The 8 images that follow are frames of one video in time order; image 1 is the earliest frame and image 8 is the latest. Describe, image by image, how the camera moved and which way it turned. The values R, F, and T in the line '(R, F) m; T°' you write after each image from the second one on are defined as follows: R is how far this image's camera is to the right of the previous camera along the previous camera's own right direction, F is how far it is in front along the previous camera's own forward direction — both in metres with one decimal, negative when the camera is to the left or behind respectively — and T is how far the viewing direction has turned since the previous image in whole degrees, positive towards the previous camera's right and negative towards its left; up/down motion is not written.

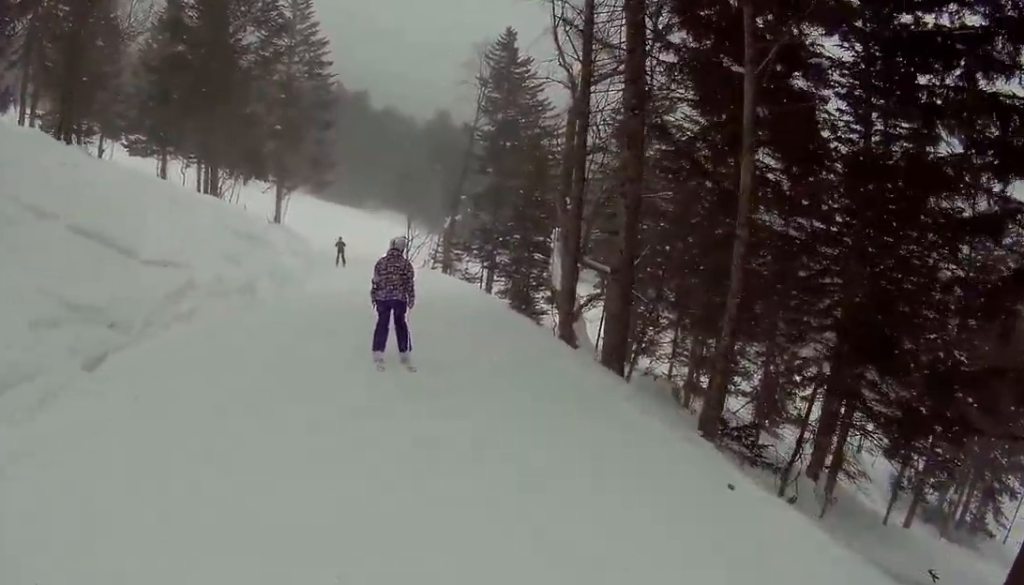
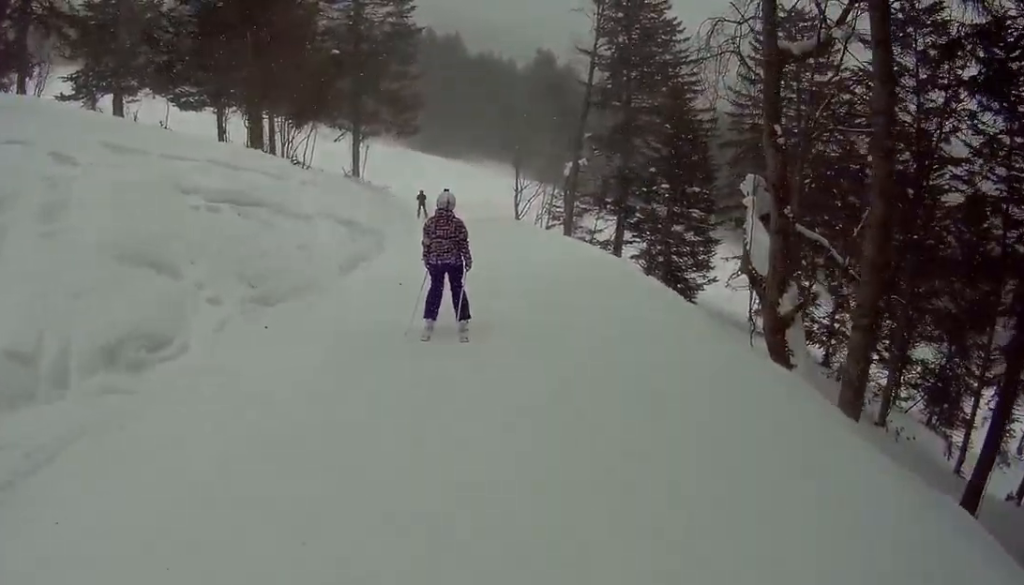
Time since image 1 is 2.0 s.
(-0.1, +9.8) m; -1°
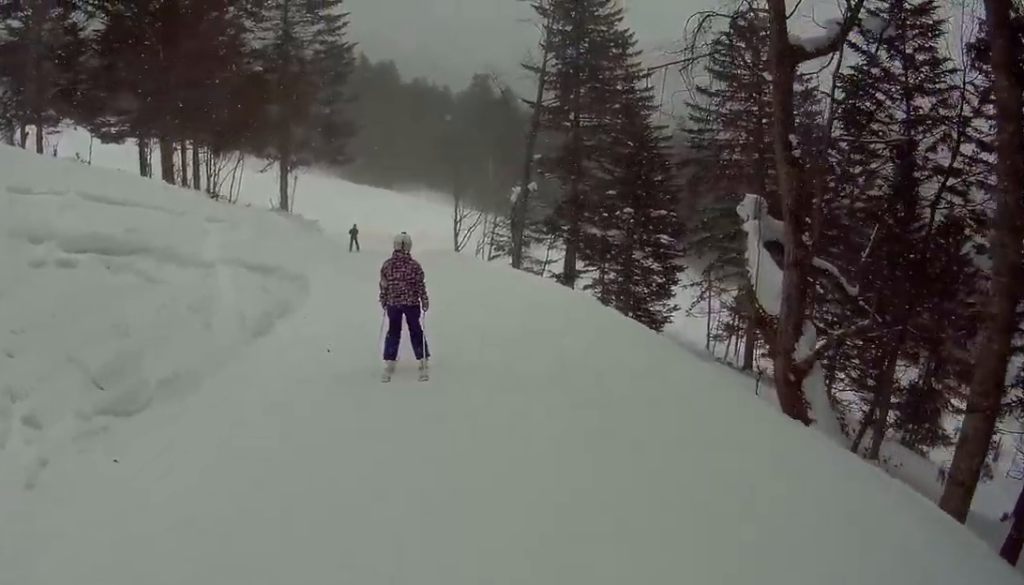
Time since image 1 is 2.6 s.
(0.0, +3.3) m; +4°
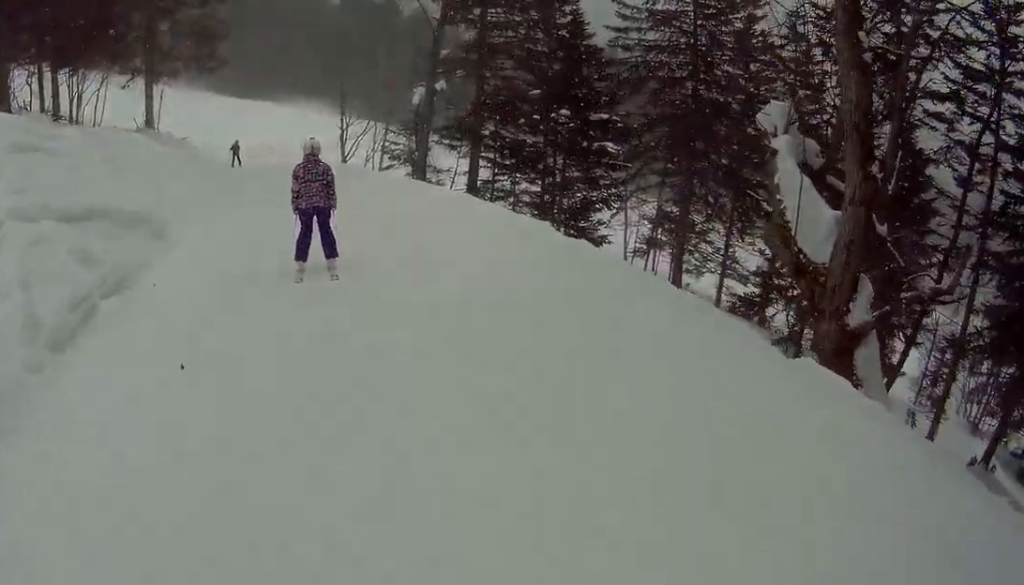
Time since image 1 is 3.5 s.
(+0.1, +4.6) m; +13°
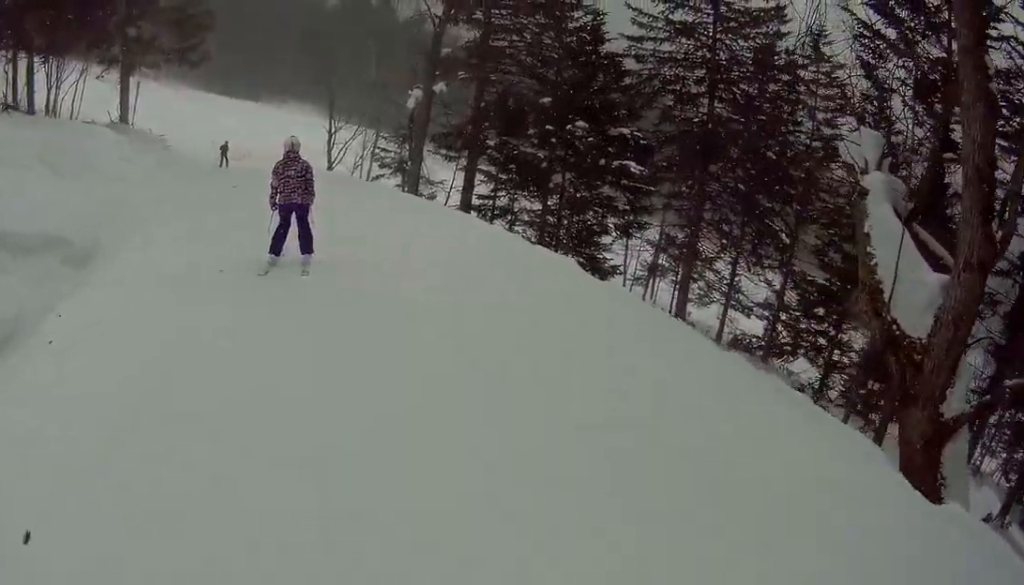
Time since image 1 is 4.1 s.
(+0.8, +2.5) m; +1°
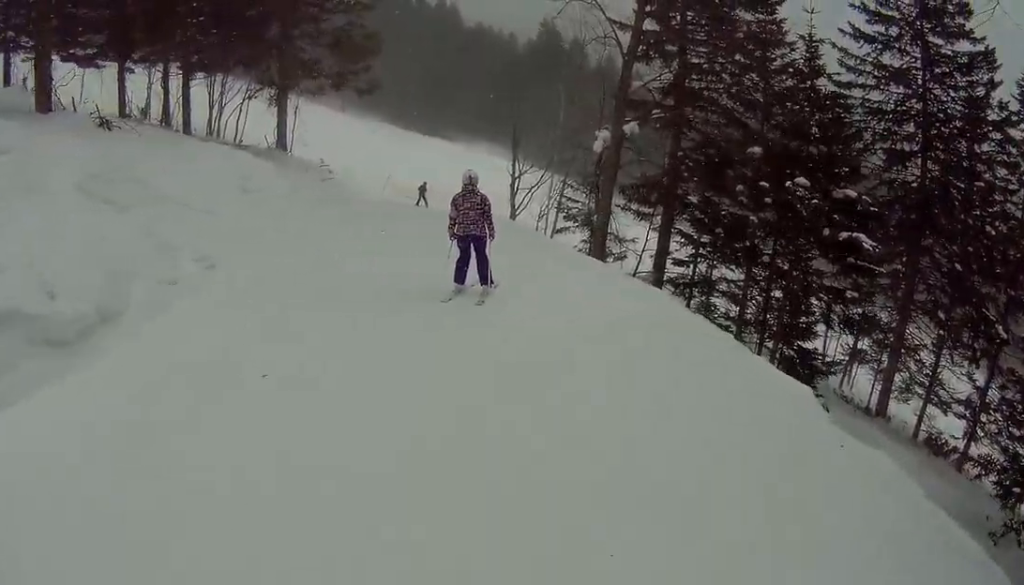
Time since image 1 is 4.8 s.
(0.0, +3.3) m; -5°
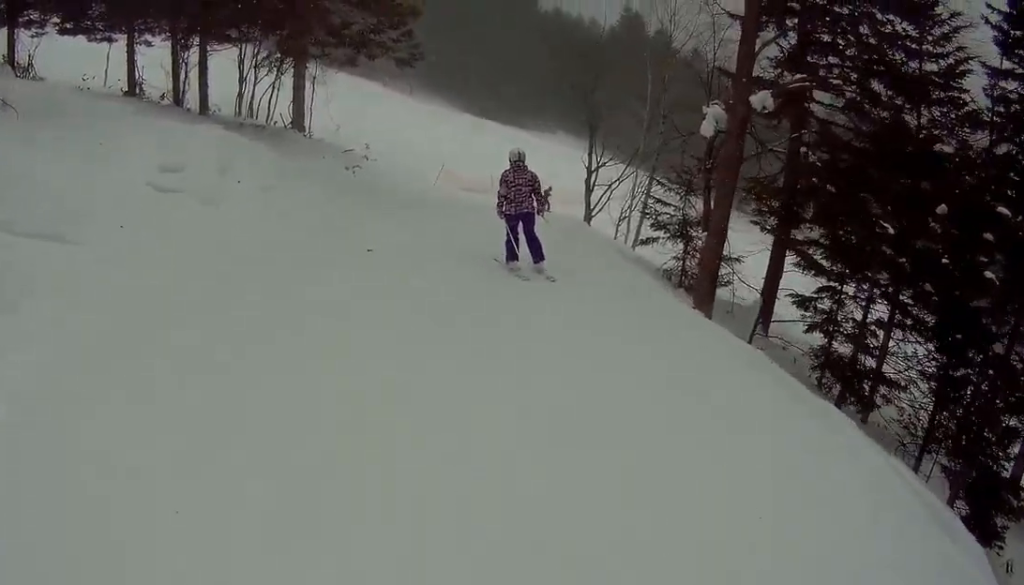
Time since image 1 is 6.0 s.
(-1.1, +5.5) m; -12°
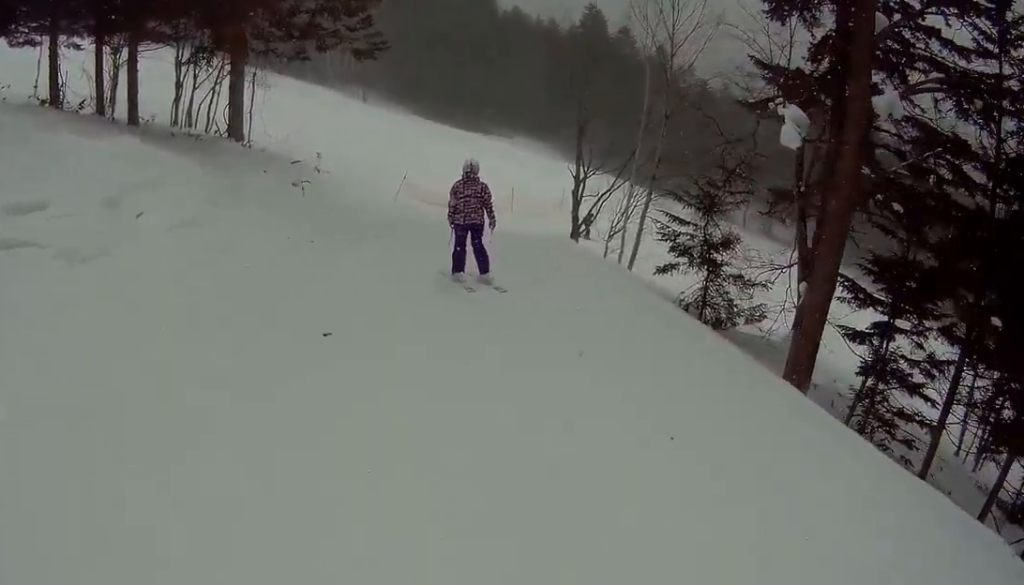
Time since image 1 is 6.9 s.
(0.0, +3.7) m; -1°
